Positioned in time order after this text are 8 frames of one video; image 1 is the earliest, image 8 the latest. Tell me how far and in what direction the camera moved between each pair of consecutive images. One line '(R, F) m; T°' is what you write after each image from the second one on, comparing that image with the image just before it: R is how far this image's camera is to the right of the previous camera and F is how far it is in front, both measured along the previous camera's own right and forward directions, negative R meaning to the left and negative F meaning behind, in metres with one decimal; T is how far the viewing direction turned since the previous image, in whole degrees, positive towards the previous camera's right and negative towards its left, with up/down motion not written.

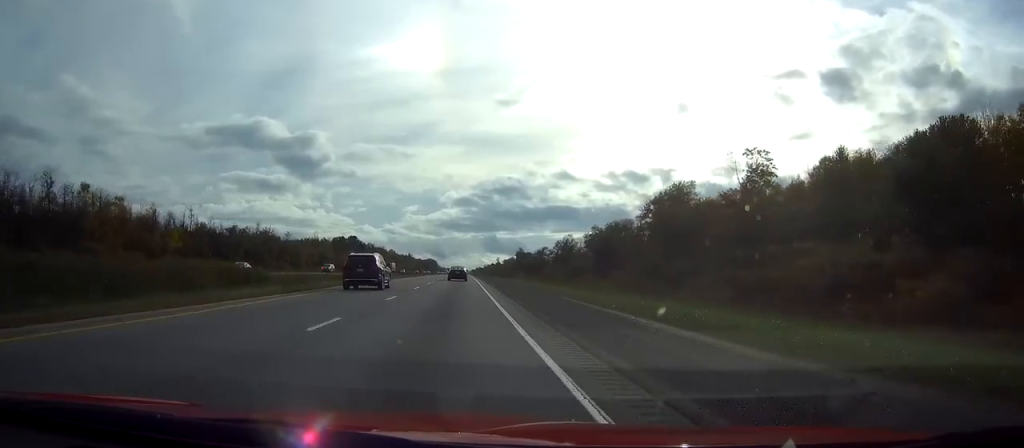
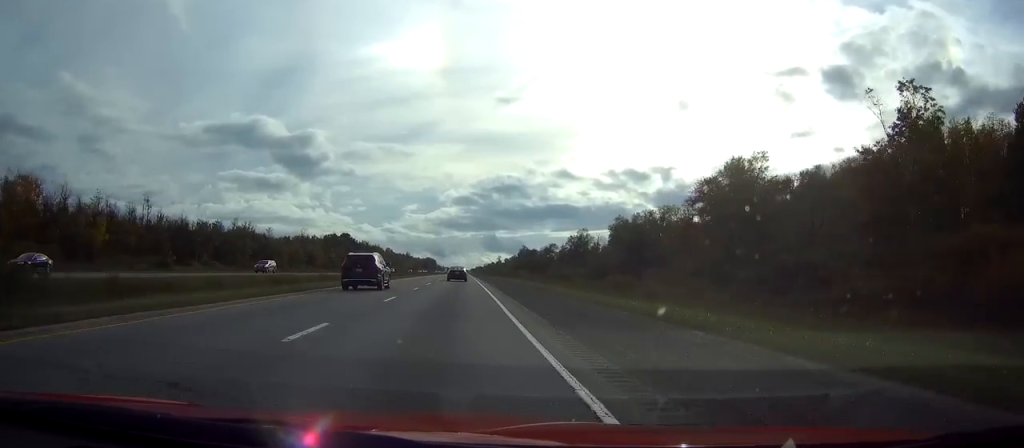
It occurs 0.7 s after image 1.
(+0.1, +25.4) m; 0°
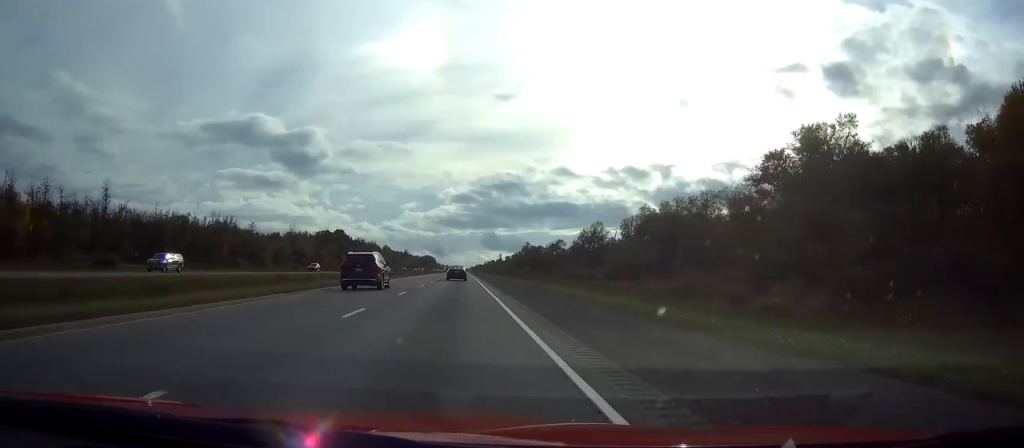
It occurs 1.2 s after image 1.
(0.0, +19.4) m; 0°
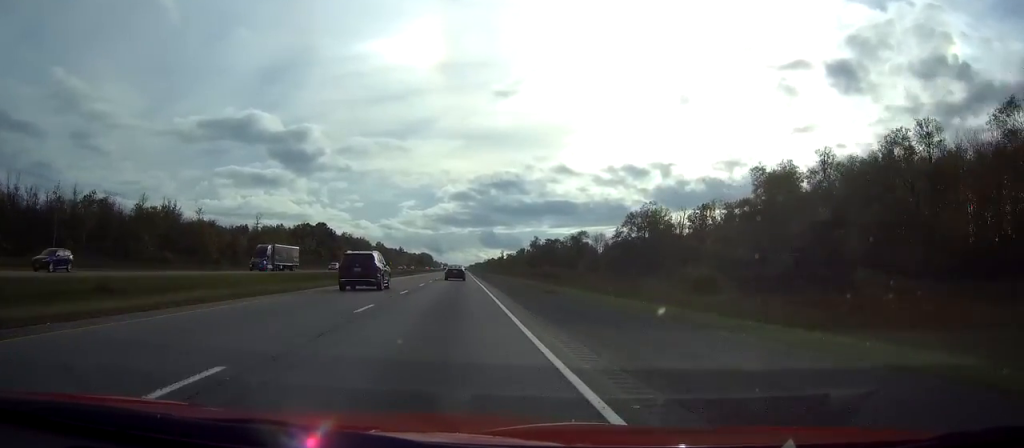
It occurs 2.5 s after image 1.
(0.0, +46.1) m; 0°
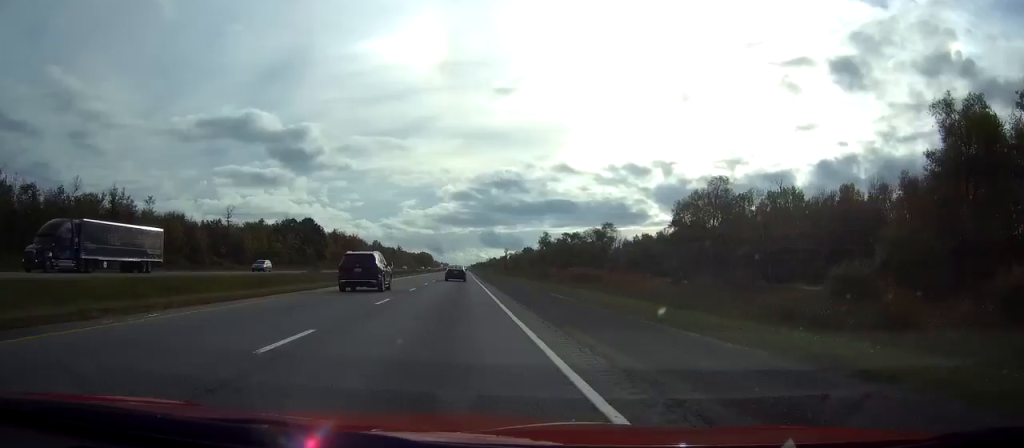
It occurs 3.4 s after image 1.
(0.0, +31.5) m; 0°
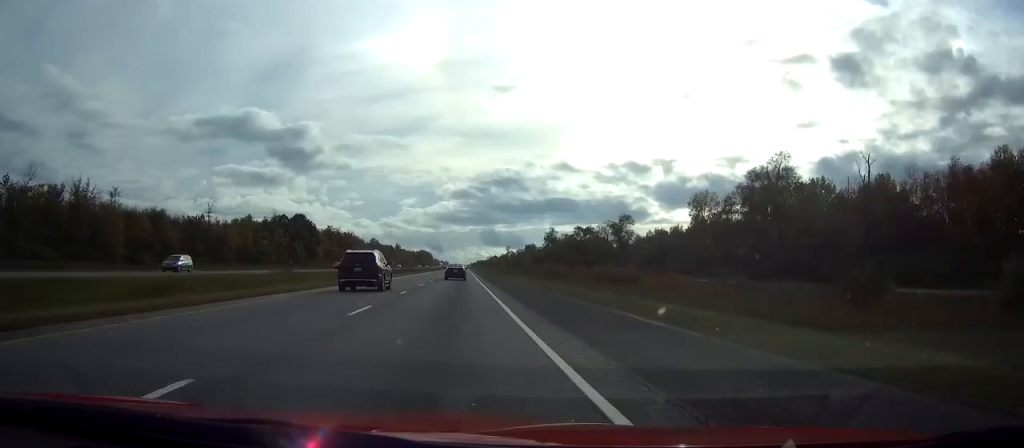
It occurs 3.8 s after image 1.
(0.0, +17.0) m; 0°
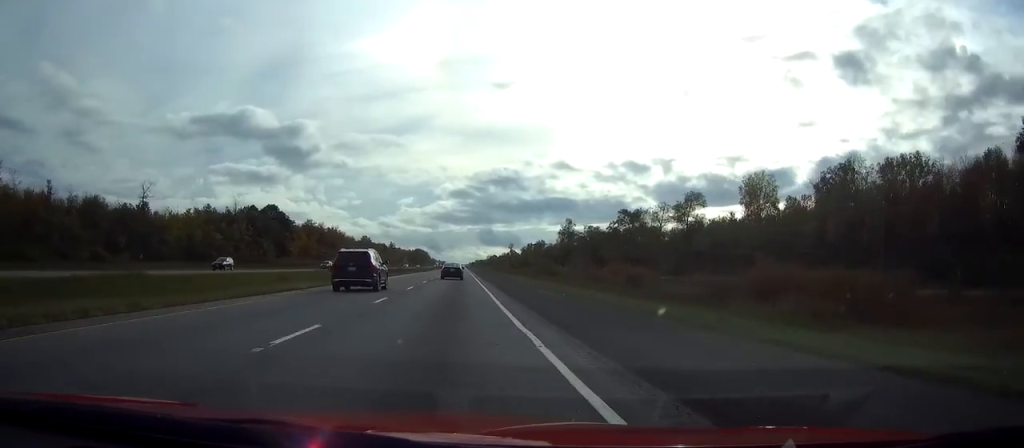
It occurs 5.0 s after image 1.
(0.0, +42.4) m; 0°
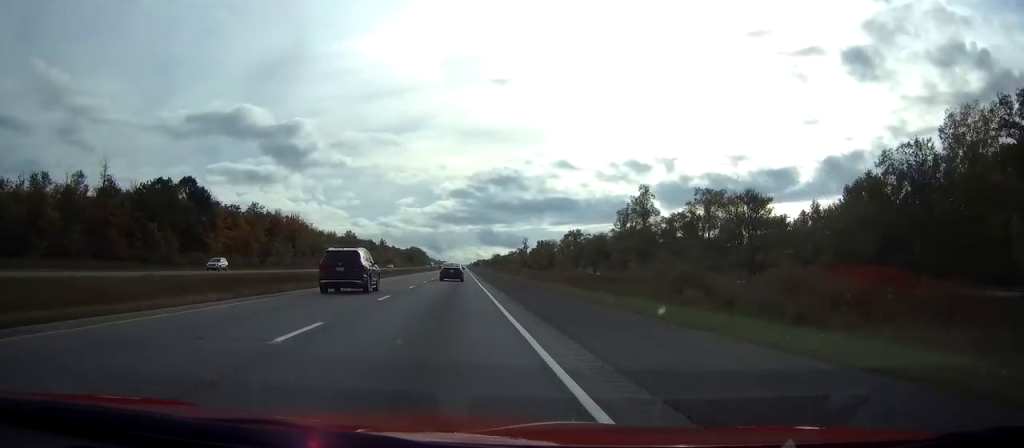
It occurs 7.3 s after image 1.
(+0.1, +82.1) m; 0°
